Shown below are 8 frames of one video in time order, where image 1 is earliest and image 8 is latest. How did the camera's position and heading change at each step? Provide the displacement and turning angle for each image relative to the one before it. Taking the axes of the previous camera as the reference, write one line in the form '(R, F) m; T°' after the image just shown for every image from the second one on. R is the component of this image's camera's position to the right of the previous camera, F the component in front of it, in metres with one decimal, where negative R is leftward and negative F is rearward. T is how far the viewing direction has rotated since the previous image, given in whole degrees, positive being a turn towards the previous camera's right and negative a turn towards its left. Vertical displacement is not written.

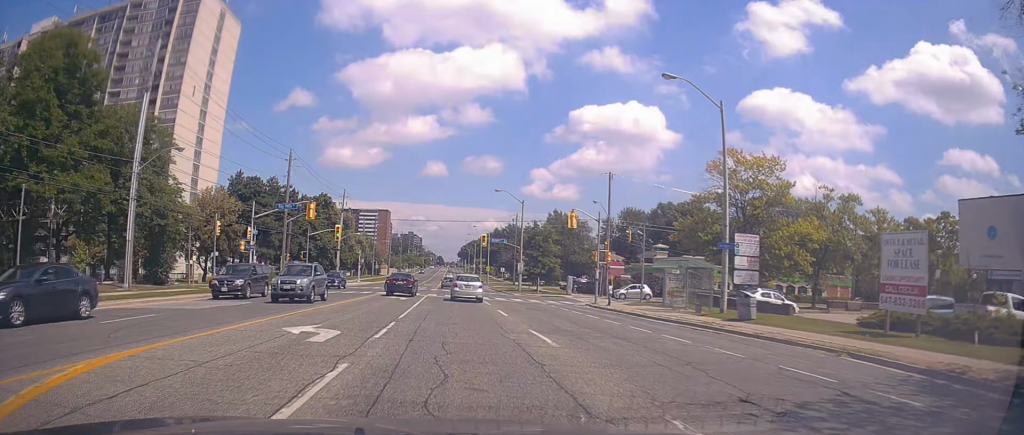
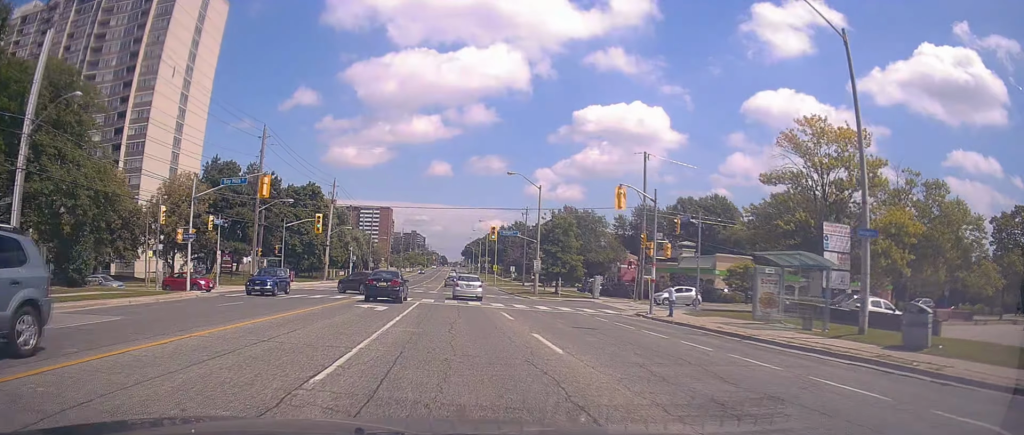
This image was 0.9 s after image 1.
(+0.5, +9.9) m; +1°
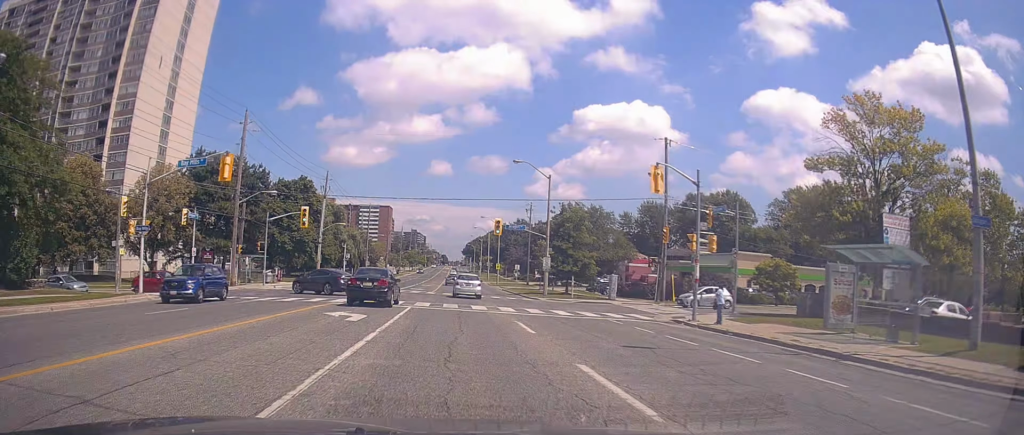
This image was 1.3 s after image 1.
(-0.2, +5.1) m; -2°
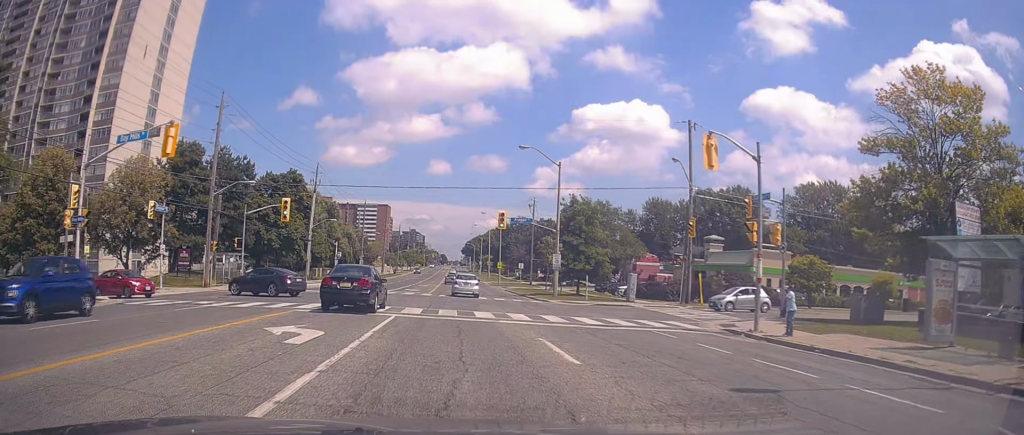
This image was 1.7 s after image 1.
(+0.1, +5.1) m; -2°
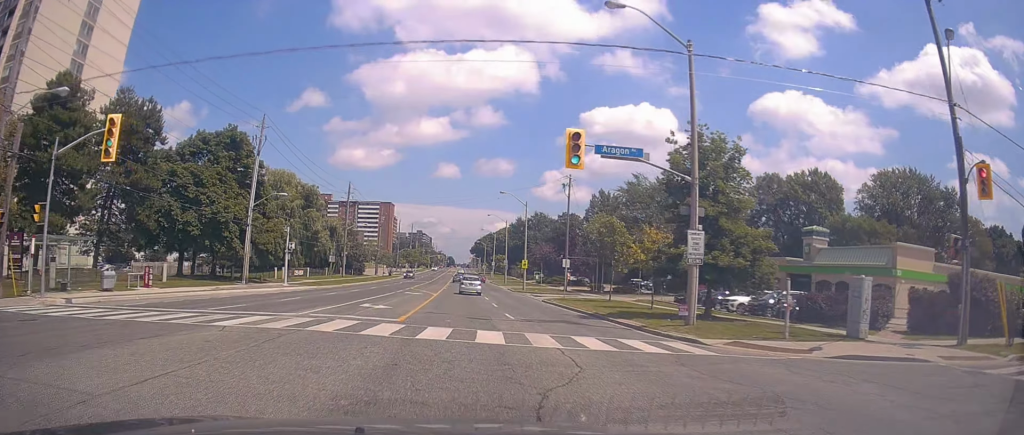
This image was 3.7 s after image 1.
(-0.4, +23.7) m; +2°
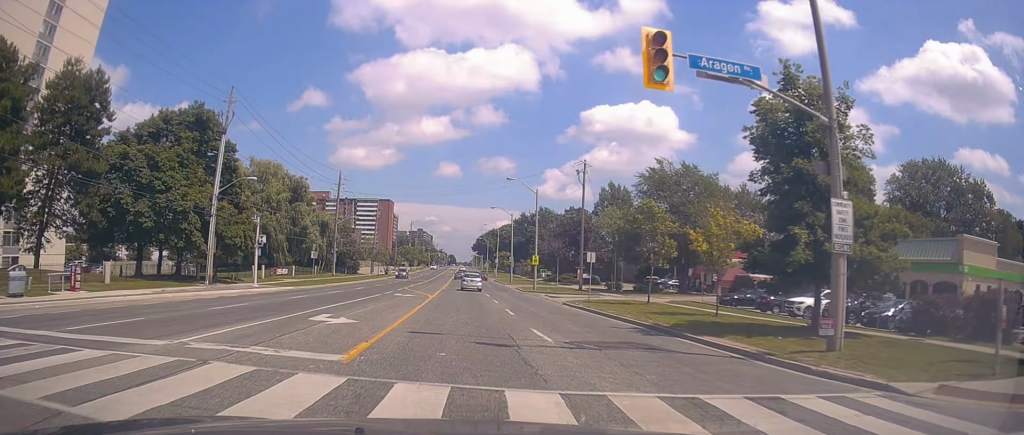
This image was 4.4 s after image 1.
(+0.1, +7.7) m; -1°
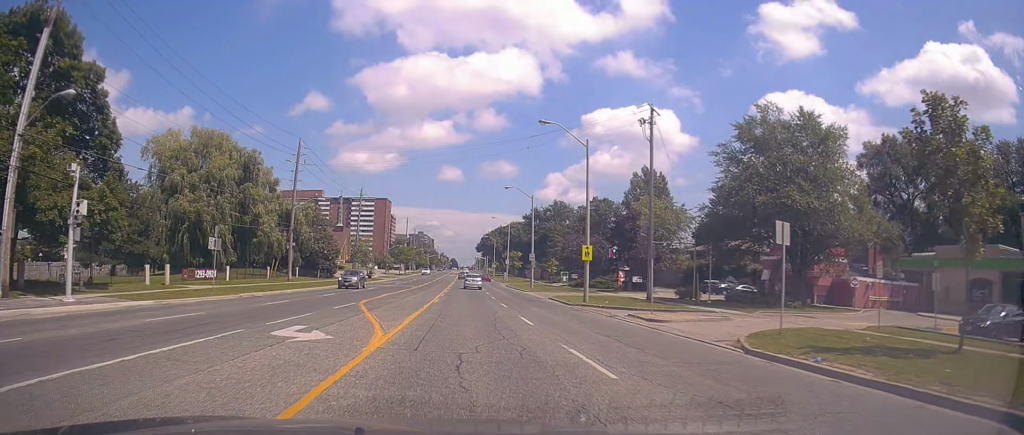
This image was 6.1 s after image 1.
(-0.9, +21.7) m; -4°
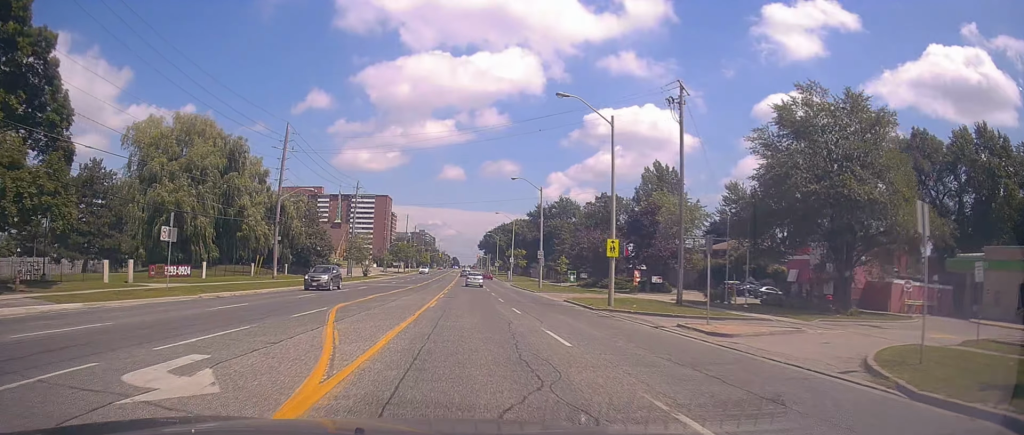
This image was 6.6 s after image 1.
(-0.1, +5.4) m; 0°
